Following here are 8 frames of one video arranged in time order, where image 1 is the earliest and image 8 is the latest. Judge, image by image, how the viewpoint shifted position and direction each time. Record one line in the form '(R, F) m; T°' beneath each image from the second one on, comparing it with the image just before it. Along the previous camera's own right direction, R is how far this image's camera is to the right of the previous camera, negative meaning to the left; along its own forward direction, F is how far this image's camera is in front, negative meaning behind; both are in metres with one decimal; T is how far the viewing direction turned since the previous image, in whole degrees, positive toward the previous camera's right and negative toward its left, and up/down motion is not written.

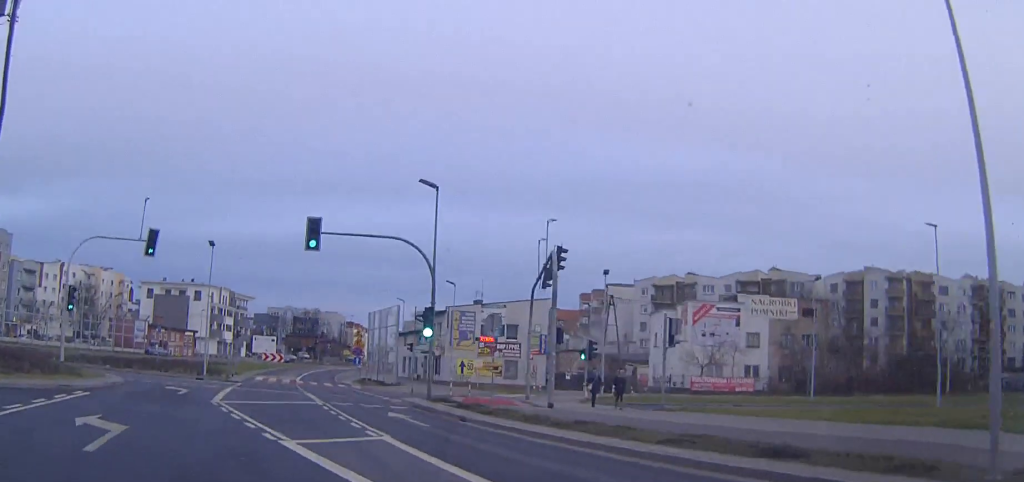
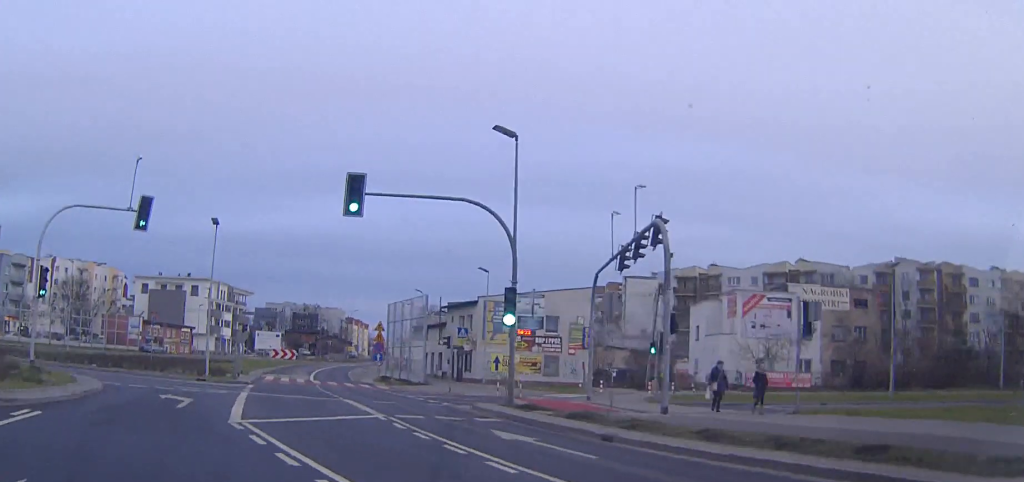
(0.0, +7.2) m; 0°
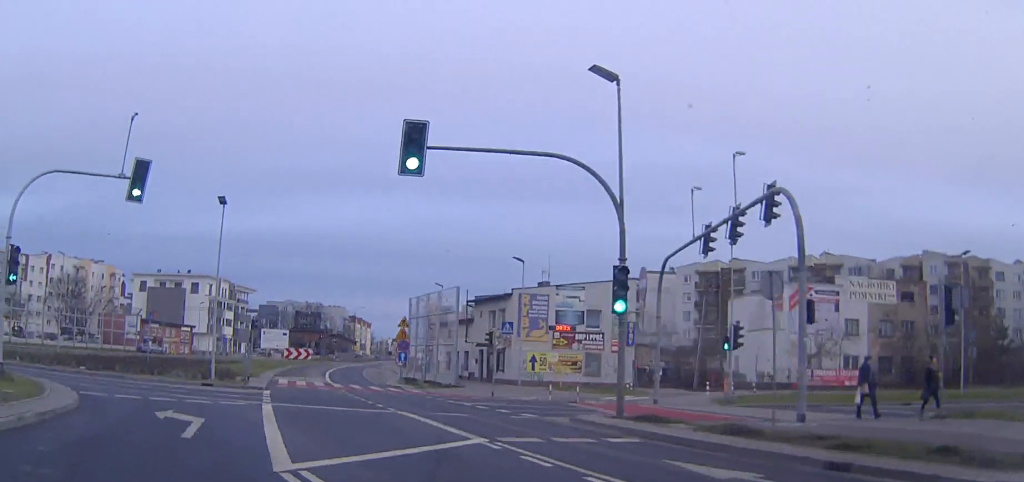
(0.0, +5.8) m; 0°
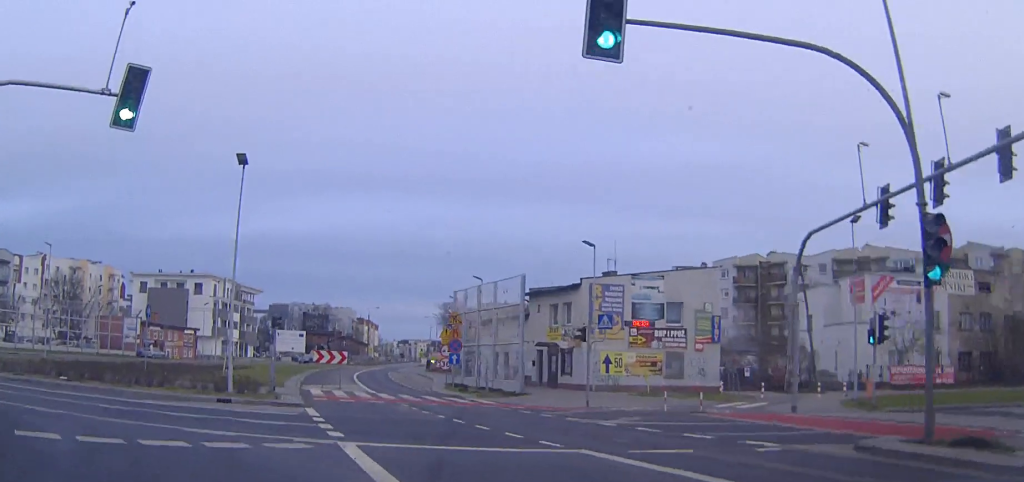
(0.0, +8.9) m; 0°
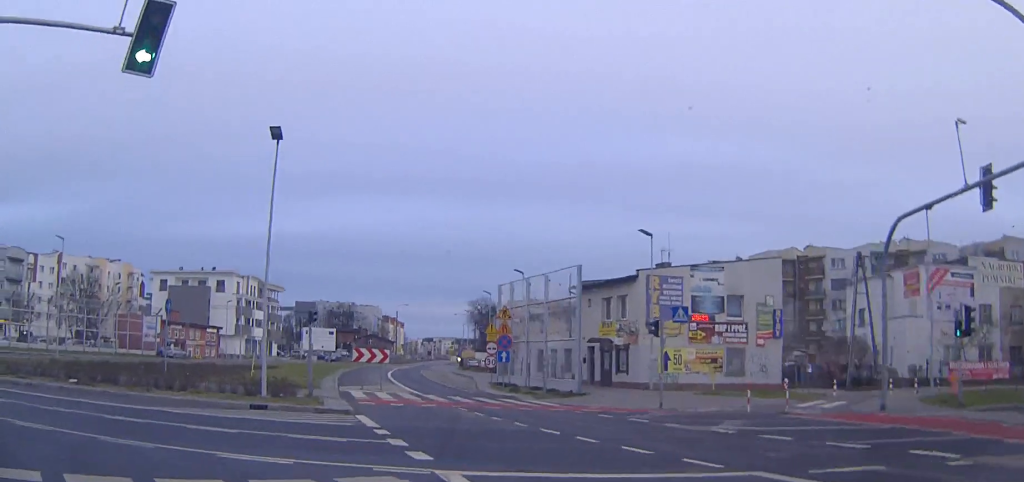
(0.0, +3.5) m; -1°
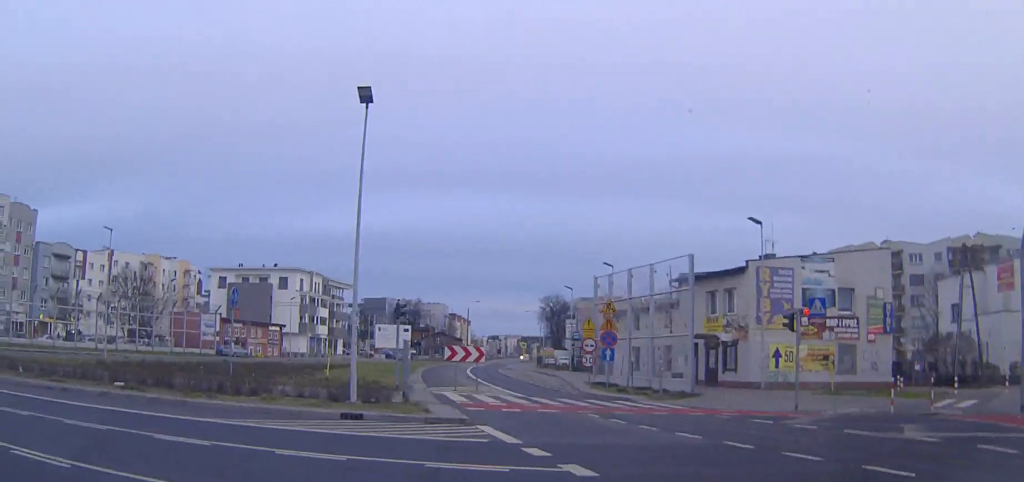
(0.0, +4.1) m; -3°
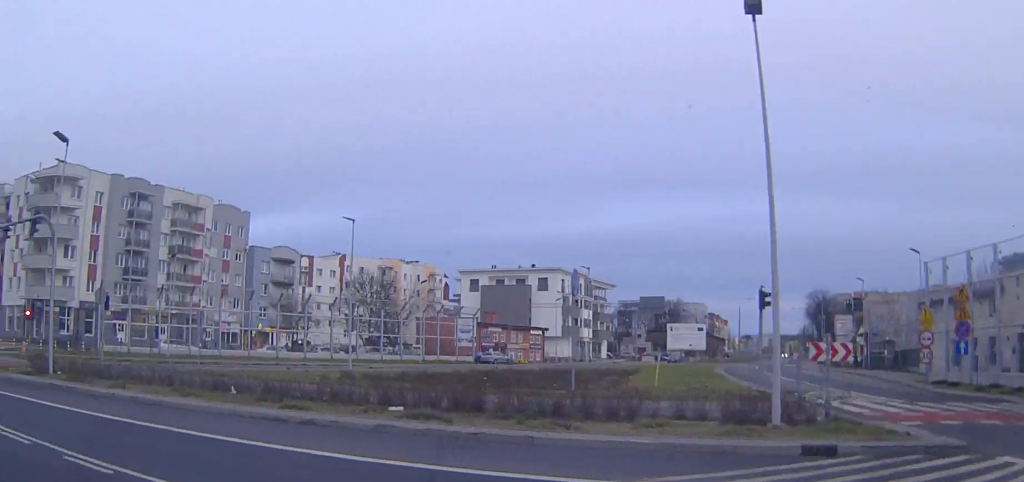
(-1.1, +7.8) m; -18°
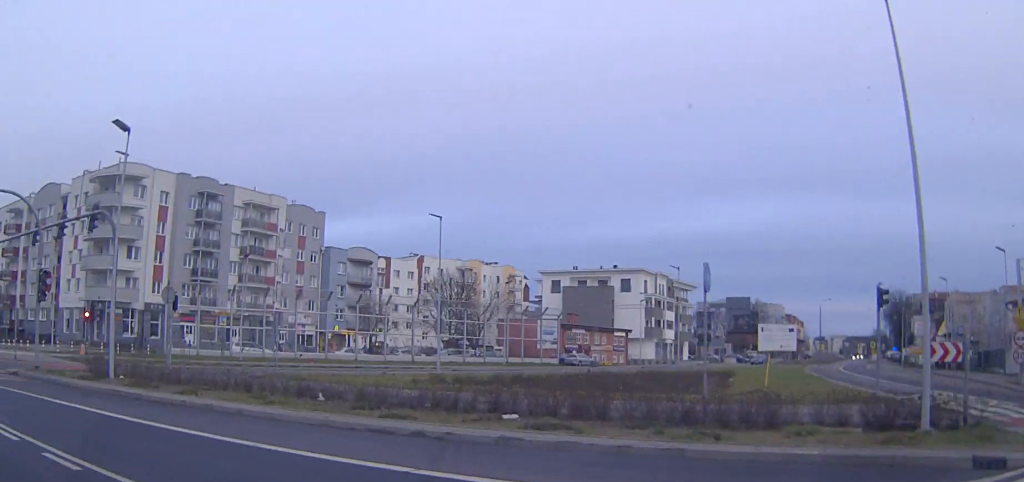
(0.0, +1.9) m; -6°
